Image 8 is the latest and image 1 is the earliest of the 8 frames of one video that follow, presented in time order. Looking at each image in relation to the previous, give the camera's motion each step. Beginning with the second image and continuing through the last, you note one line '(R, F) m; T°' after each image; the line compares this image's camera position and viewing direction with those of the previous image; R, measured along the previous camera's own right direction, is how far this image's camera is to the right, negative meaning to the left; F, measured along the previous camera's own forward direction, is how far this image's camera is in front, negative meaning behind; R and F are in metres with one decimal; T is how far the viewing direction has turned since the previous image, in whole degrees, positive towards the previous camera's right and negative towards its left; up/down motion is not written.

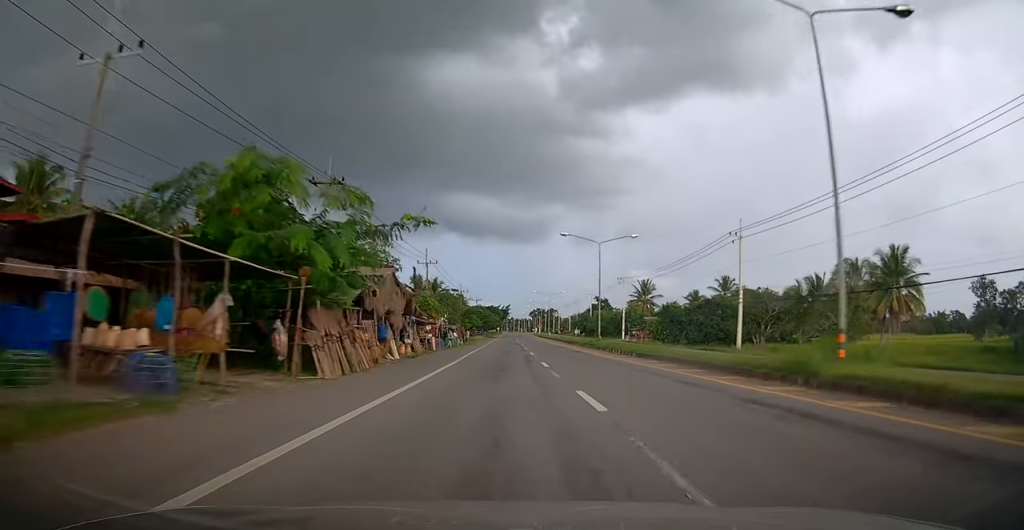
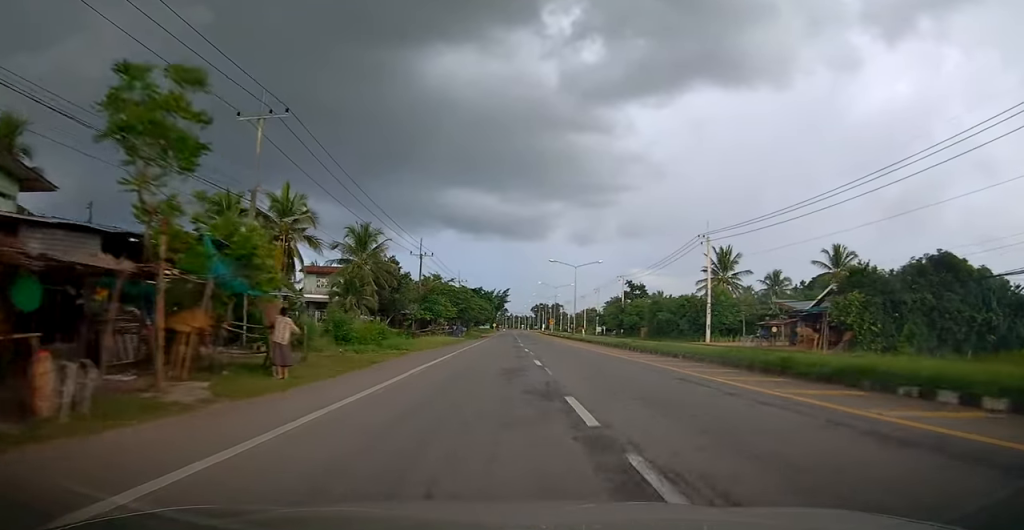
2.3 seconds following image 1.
(0.0, +49.2) m; 0°
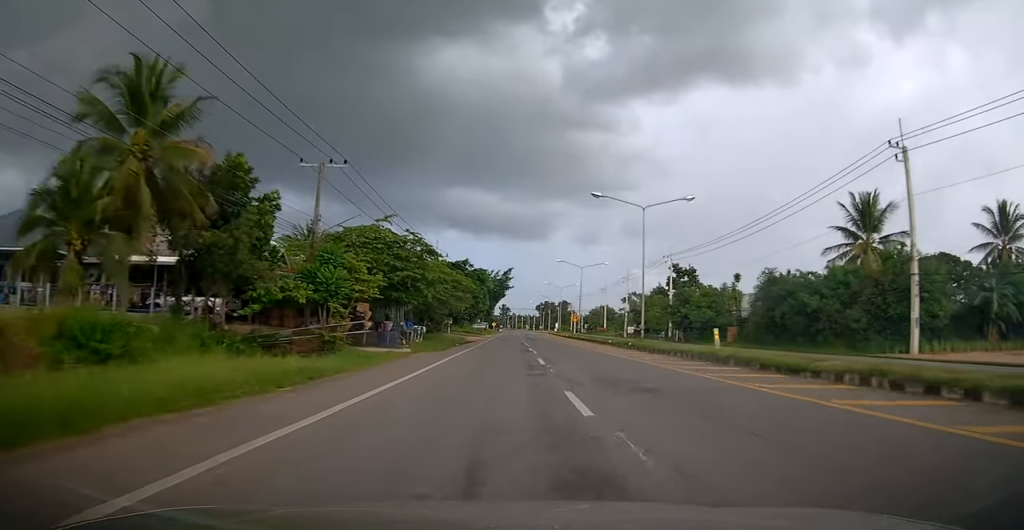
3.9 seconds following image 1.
(+0.2, +34.7) m; 0°
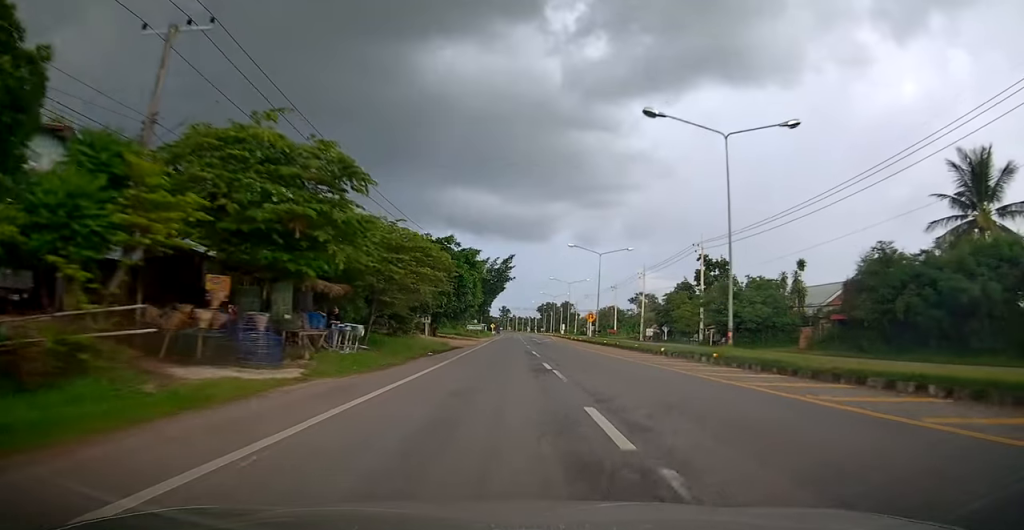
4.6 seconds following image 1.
(-0.4, +14.3) m; 0°
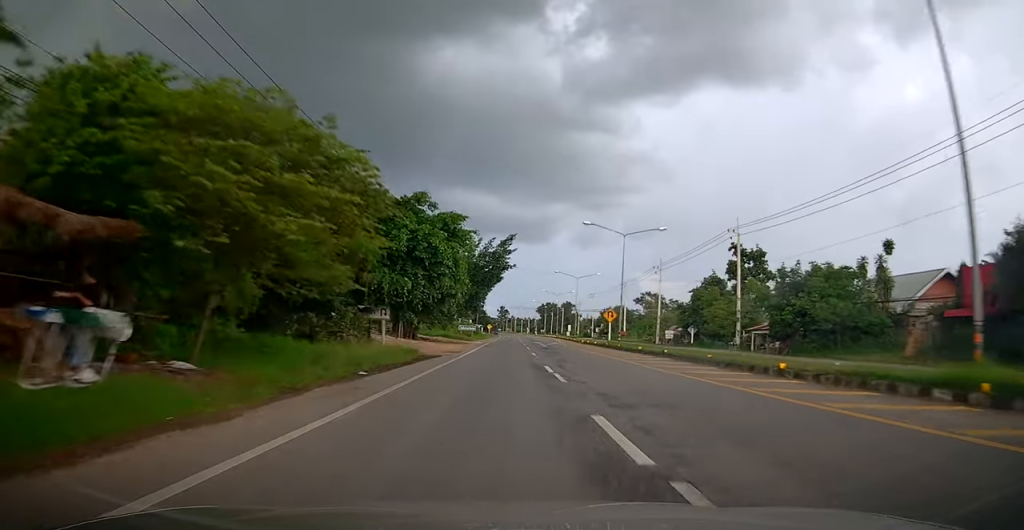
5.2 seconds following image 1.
(+0.3, +12.5) m; 0°
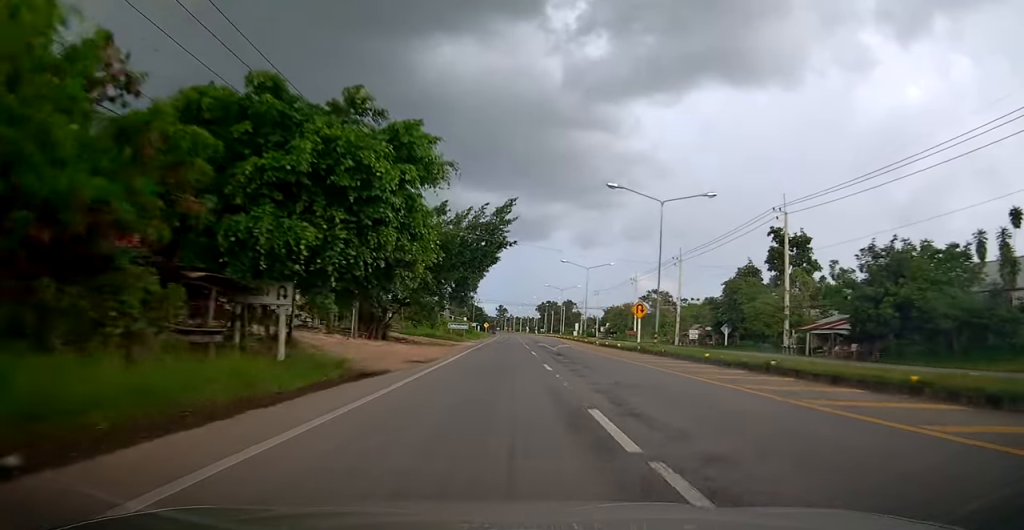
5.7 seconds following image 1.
(+0.2, +11.4) m; 0°
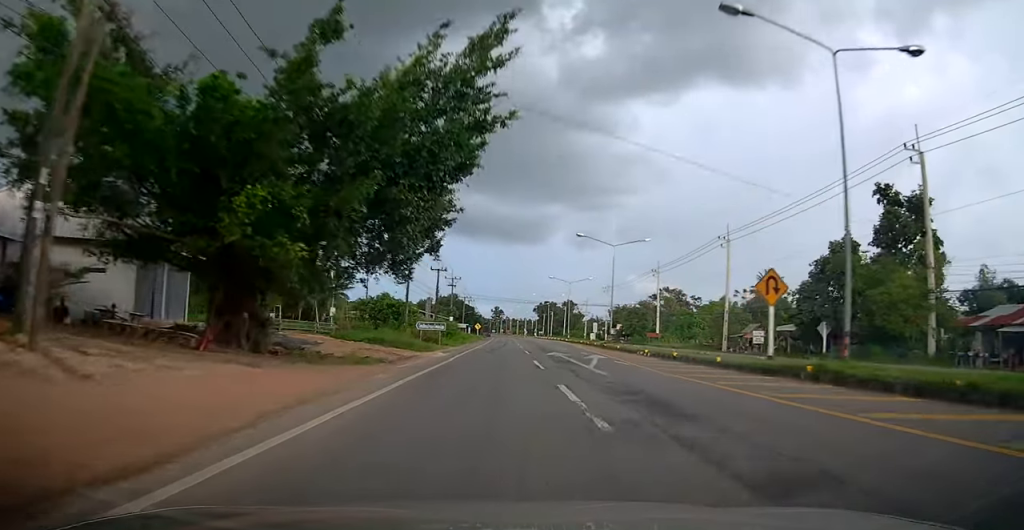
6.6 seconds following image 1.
(-0.4, +19.4) m; 0°
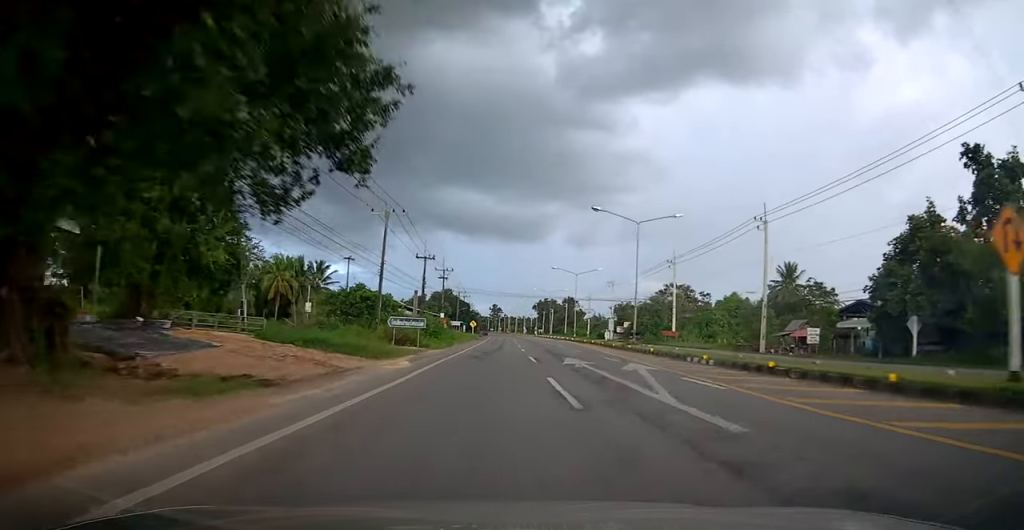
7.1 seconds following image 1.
(+0.2, +9.9) m; 0°
